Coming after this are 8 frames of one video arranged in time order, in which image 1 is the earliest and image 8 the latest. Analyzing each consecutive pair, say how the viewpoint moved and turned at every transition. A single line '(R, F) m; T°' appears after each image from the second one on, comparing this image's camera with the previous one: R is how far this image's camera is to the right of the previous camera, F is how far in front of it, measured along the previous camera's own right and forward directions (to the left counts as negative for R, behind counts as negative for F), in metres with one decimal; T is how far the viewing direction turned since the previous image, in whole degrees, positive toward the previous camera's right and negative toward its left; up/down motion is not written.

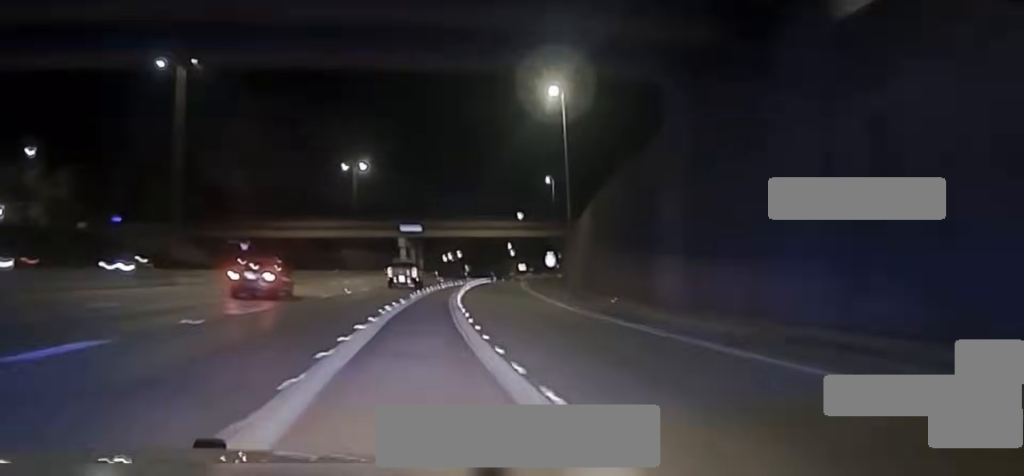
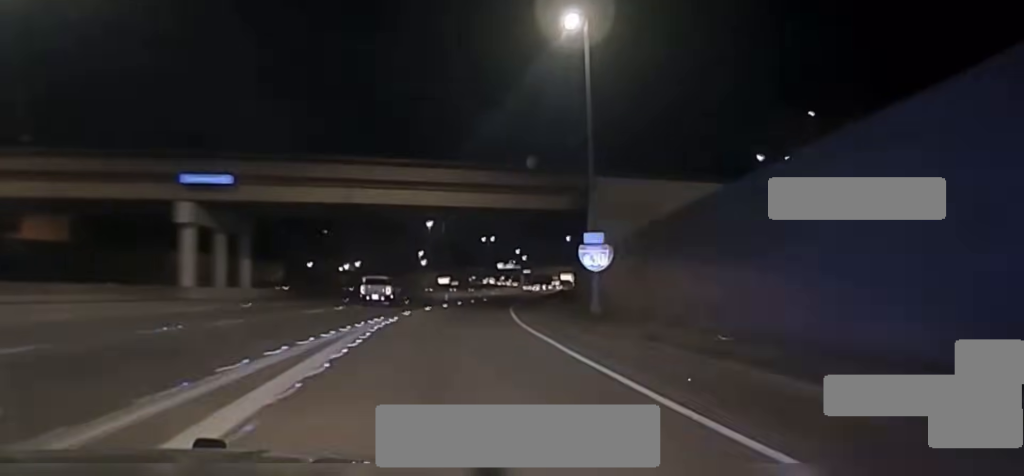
(+4.5, +75.7) m; +7°
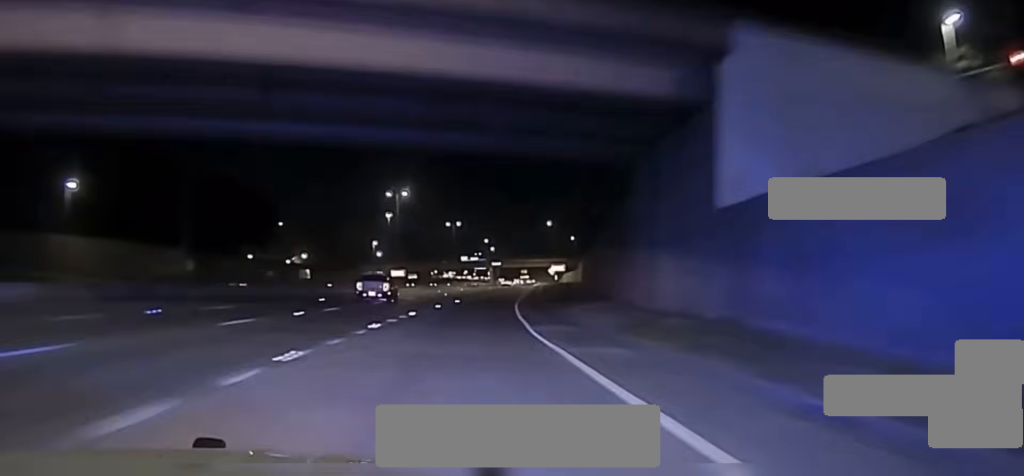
(+1.0, +34.9) m; +2°
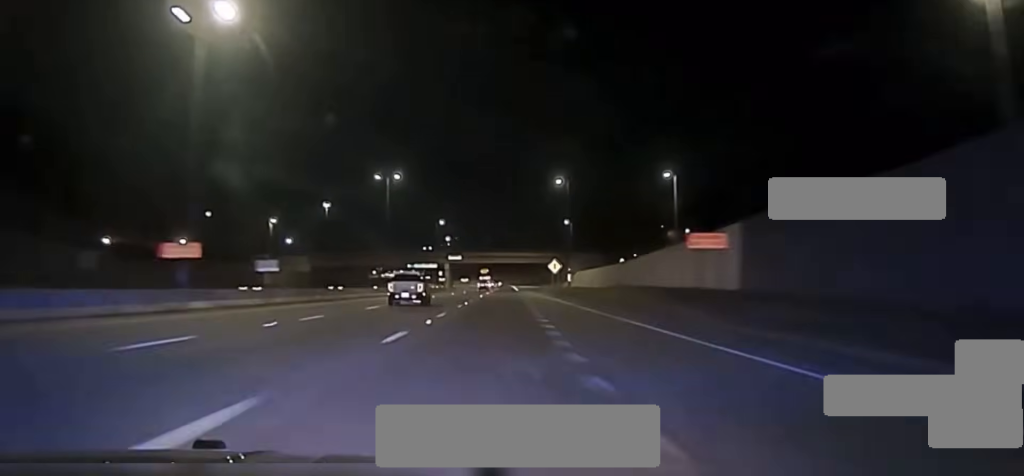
(+1.6, +79.9) m; +2°
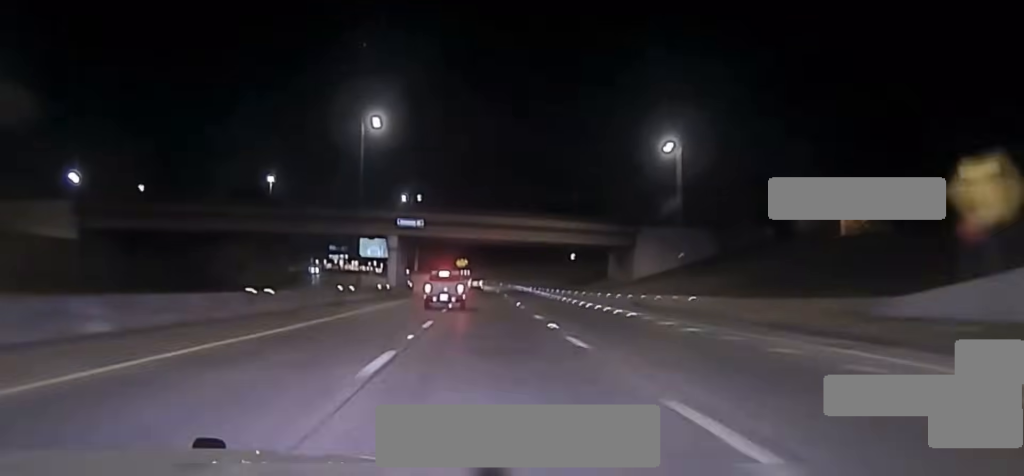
(+1.9, +100.5) m; +2°
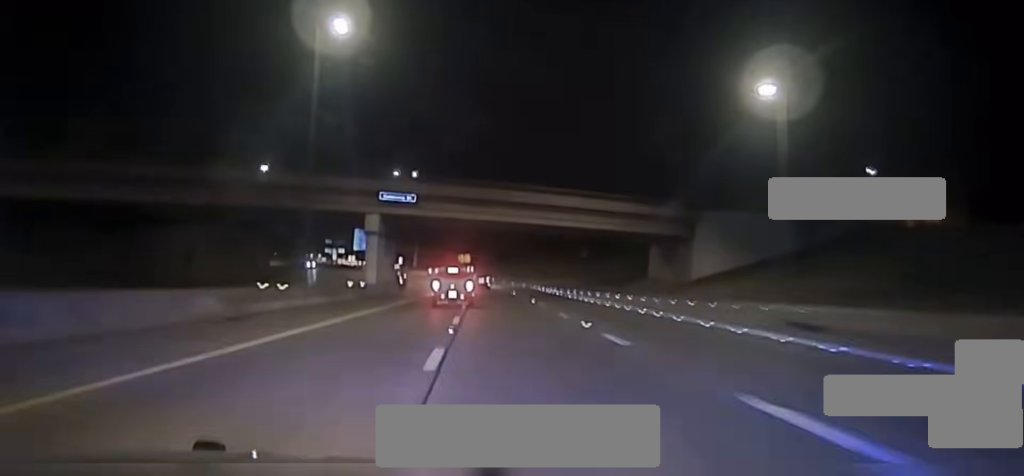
(+0.1, +23.3) m; 0°
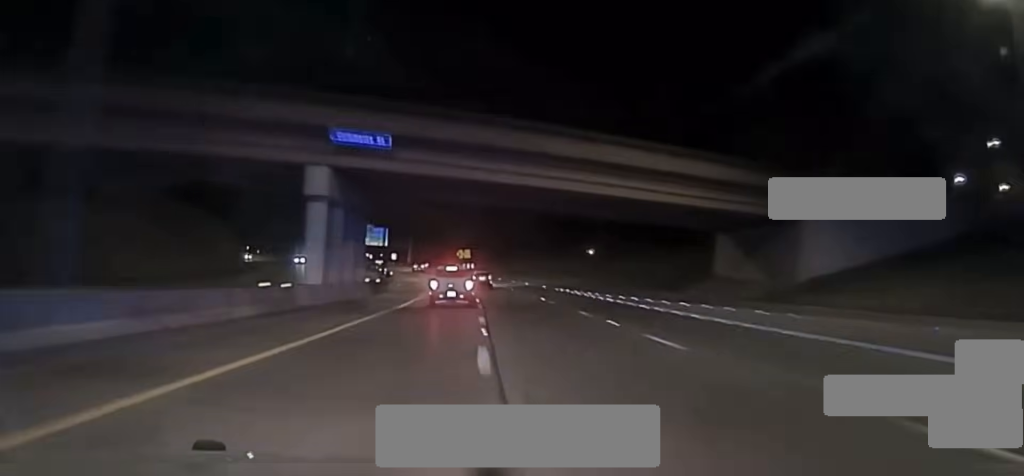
(+0.4, +27.2) m; 0°
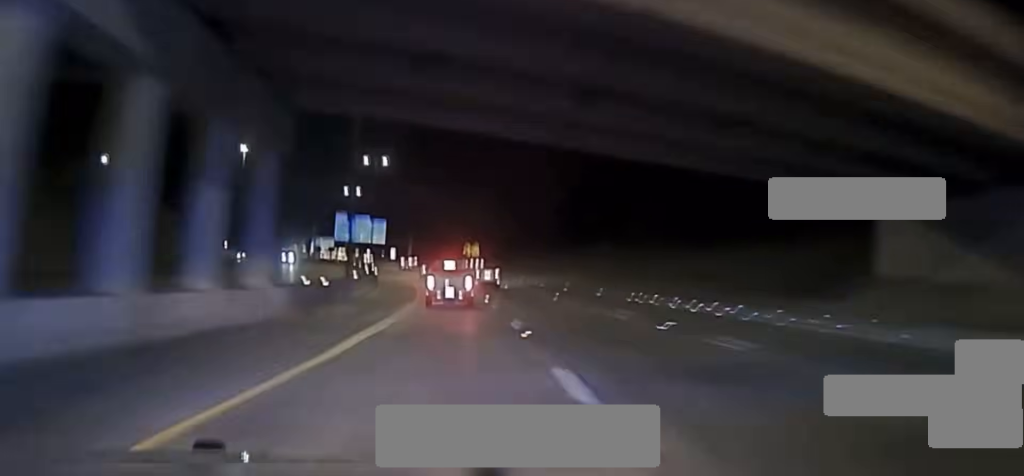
(-0.2, +25.1) m; -1°
